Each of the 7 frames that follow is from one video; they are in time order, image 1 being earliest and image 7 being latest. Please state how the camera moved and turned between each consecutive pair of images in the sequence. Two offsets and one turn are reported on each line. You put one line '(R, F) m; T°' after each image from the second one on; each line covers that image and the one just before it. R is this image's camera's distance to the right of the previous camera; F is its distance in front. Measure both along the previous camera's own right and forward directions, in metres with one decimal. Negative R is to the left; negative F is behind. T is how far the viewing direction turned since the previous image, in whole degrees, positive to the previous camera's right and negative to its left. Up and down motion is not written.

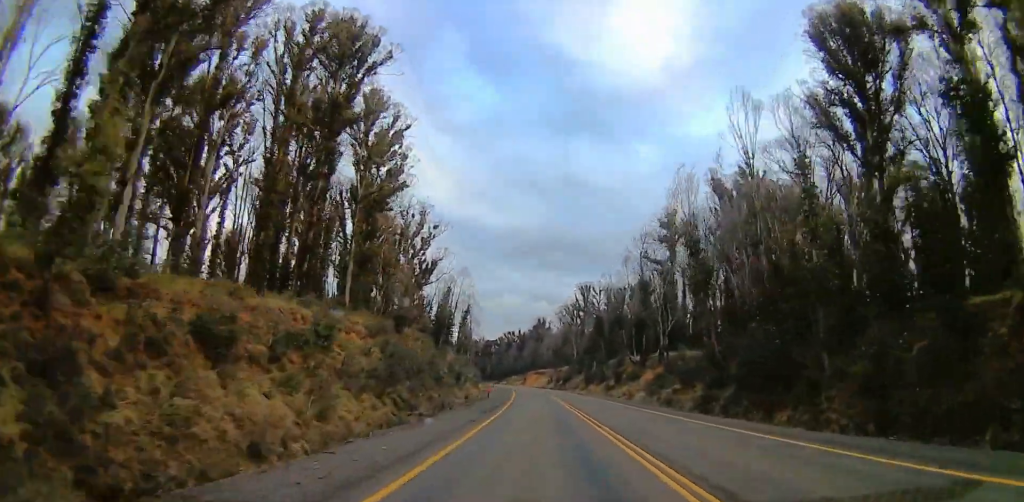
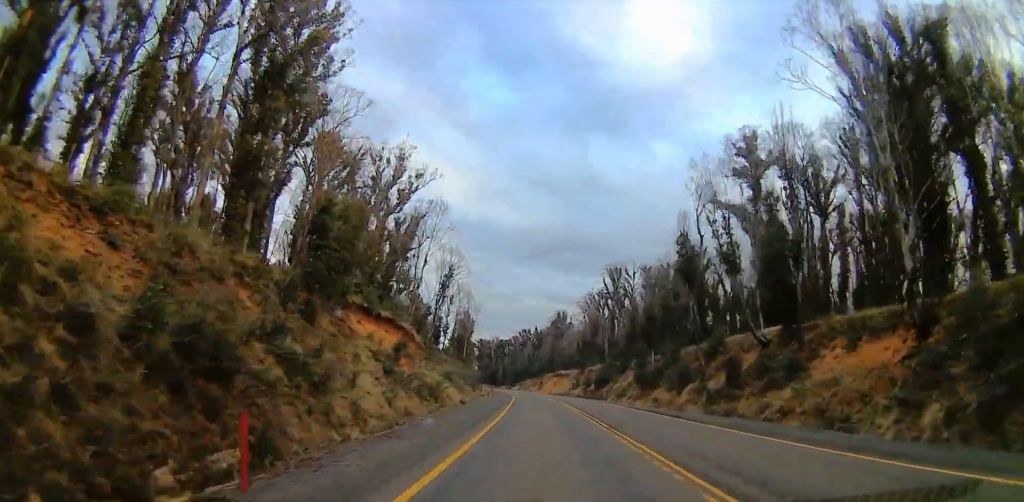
(-0.9, +45.6) m; -1°
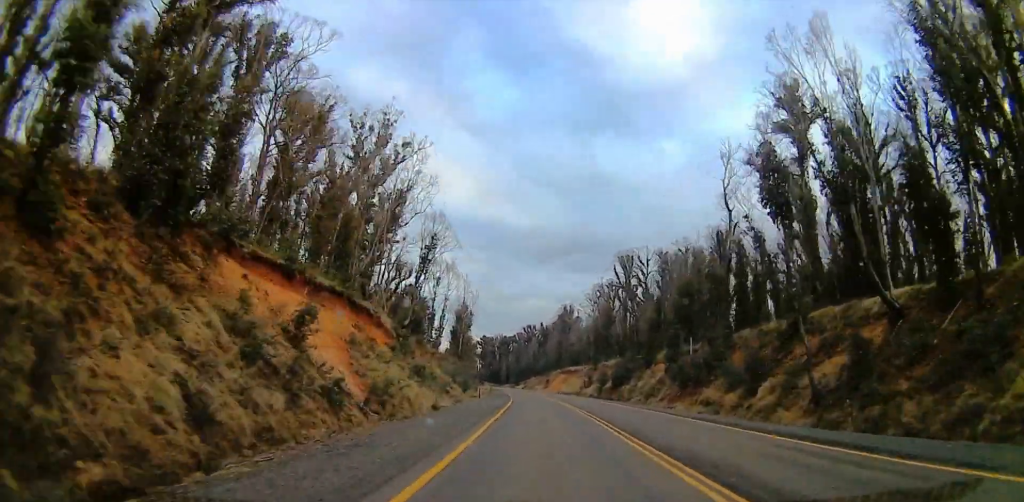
(+0.3, +16.6) m; 0°
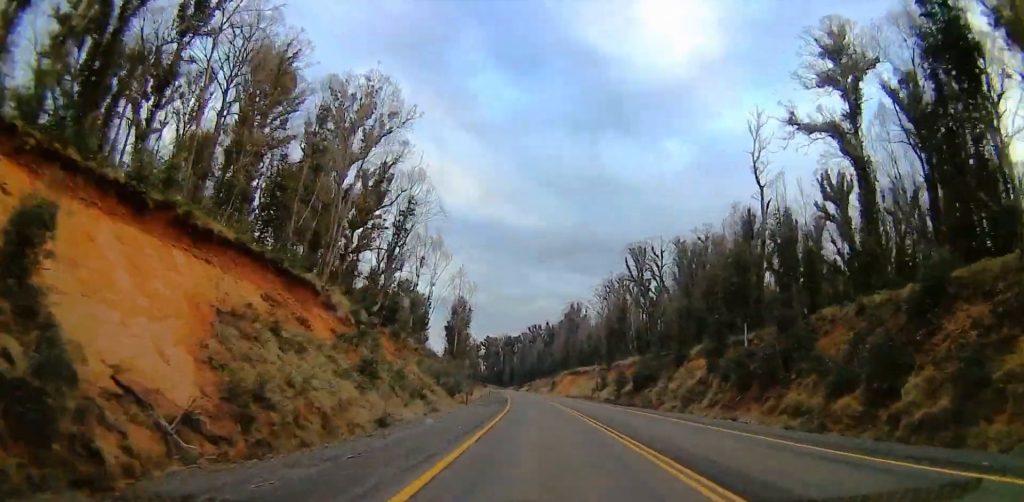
(-0.6, +13.7) m; 0°
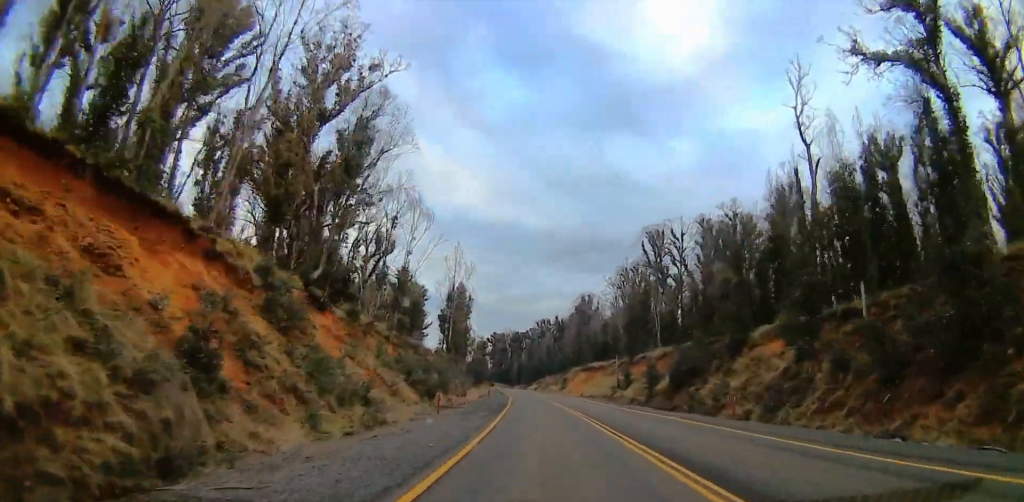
(+0.2, +15.7) m; 0°
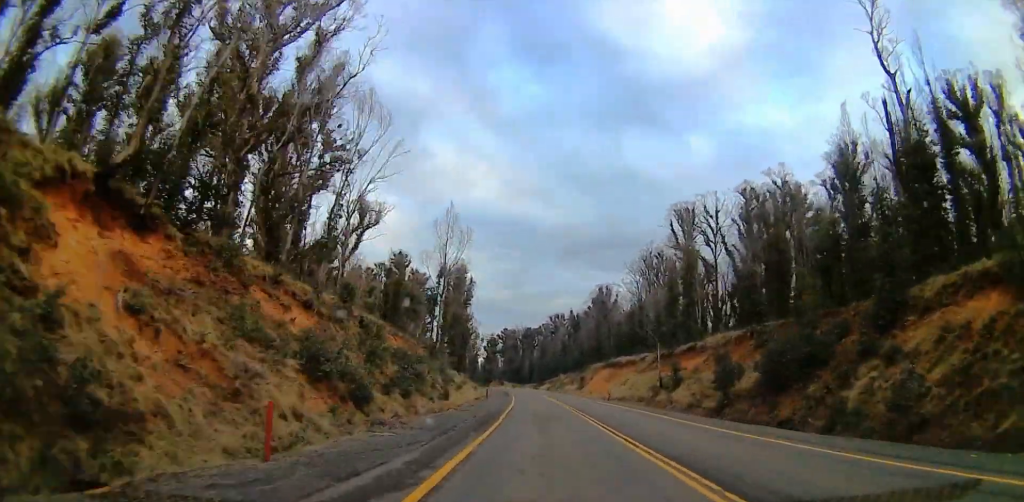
(+0.5, +19.6) m; 0°
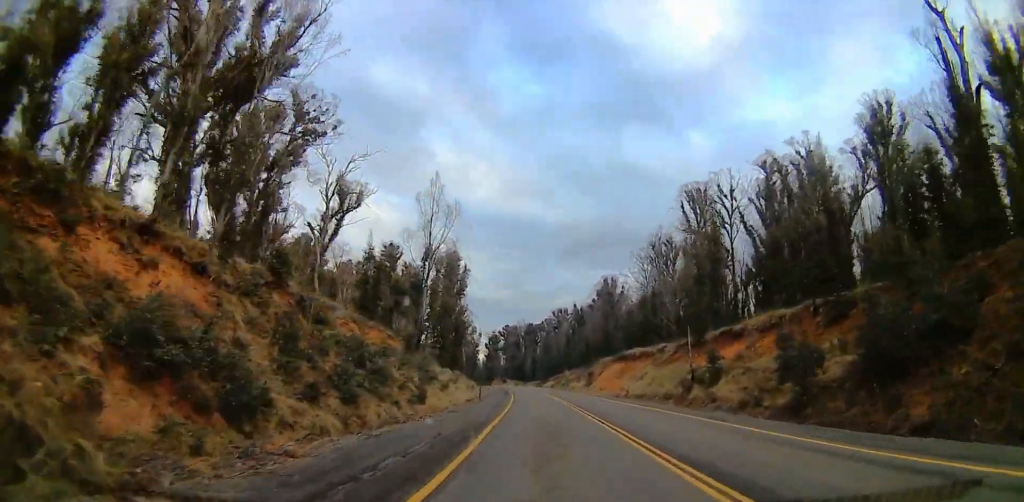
(-0.4, +10.8) m; -1°
